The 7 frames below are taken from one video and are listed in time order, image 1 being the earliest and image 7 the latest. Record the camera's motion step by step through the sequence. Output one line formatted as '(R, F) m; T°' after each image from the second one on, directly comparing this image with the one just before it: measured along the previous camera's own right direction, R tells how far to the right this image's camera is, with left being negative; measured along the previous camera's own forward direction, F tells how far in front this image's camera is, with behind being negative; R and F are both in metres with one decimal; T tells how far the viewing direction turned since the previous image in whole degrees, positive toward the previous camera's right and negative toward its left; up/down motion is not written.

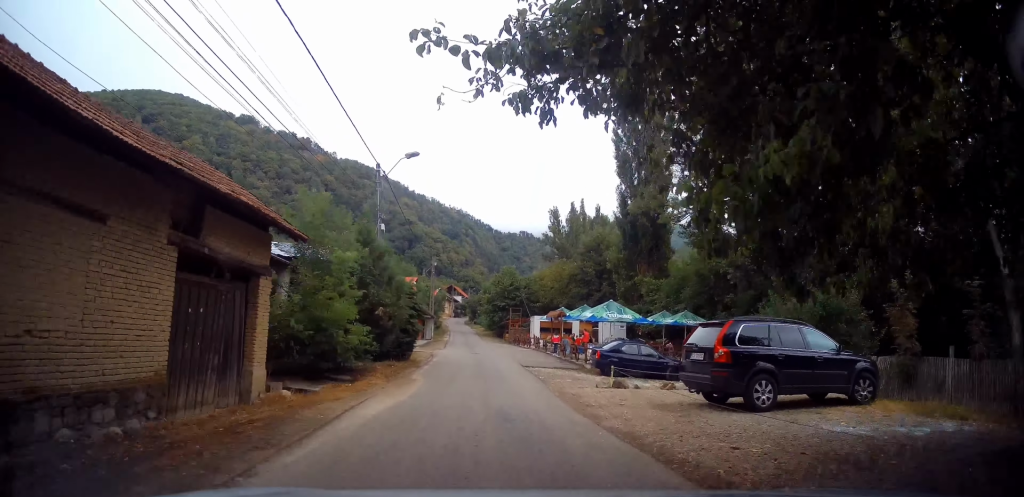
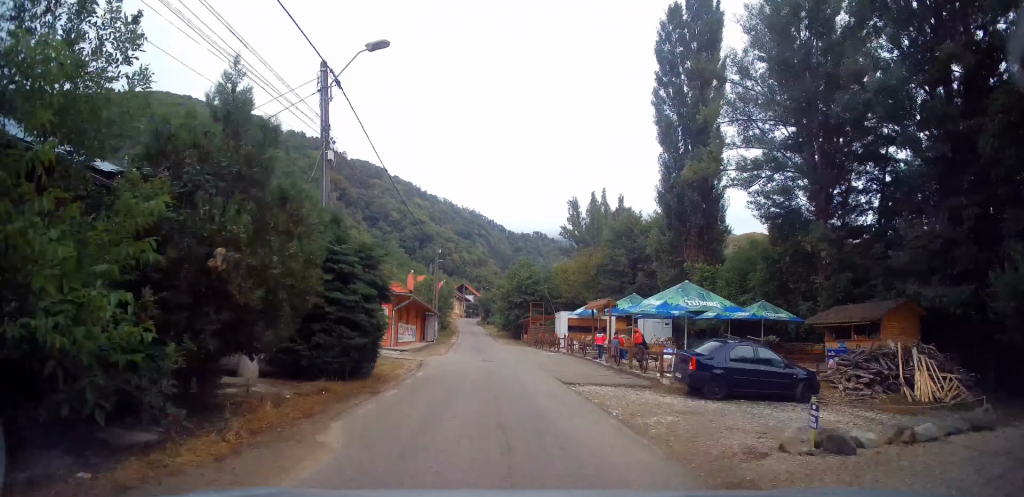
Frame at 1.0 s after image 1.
(-0.3, +9.5) m; -2°
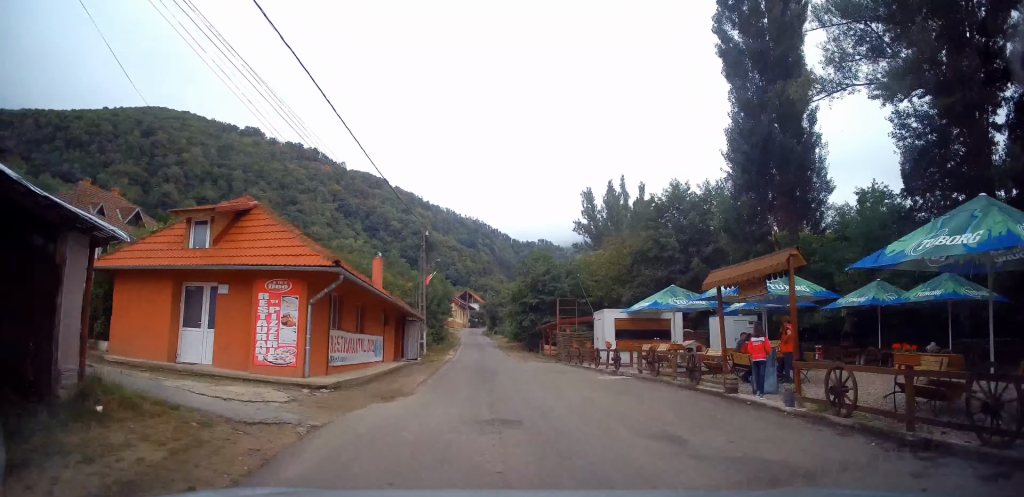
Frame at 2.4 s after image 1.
(0.0, +13.2) m; -1°
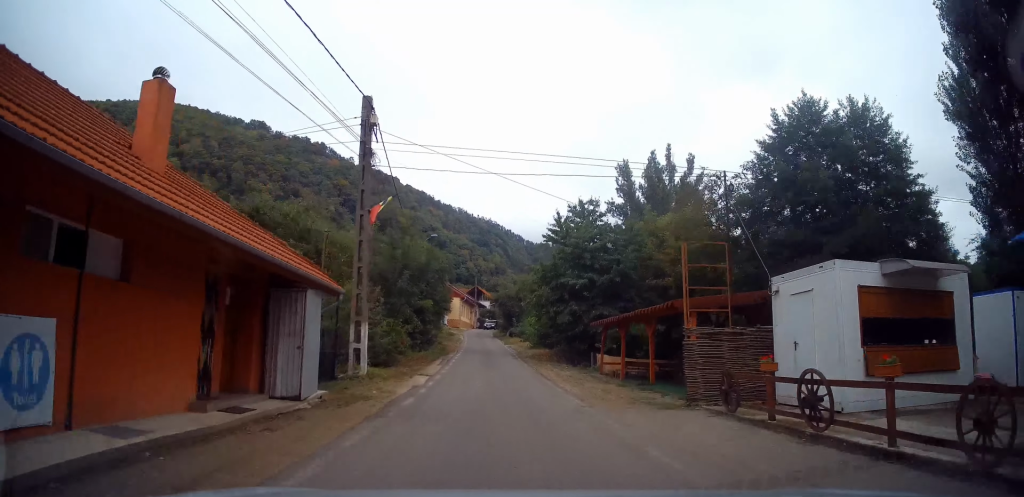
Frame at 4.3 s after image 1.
(-0.2, +18.6) m; +1°
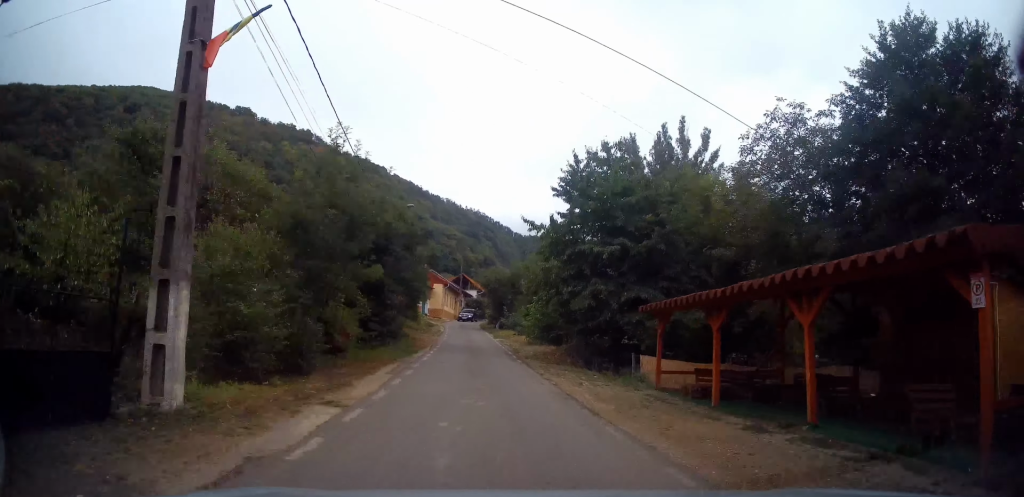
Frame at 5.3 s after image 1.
(+0.3, +8.7) m; +2°
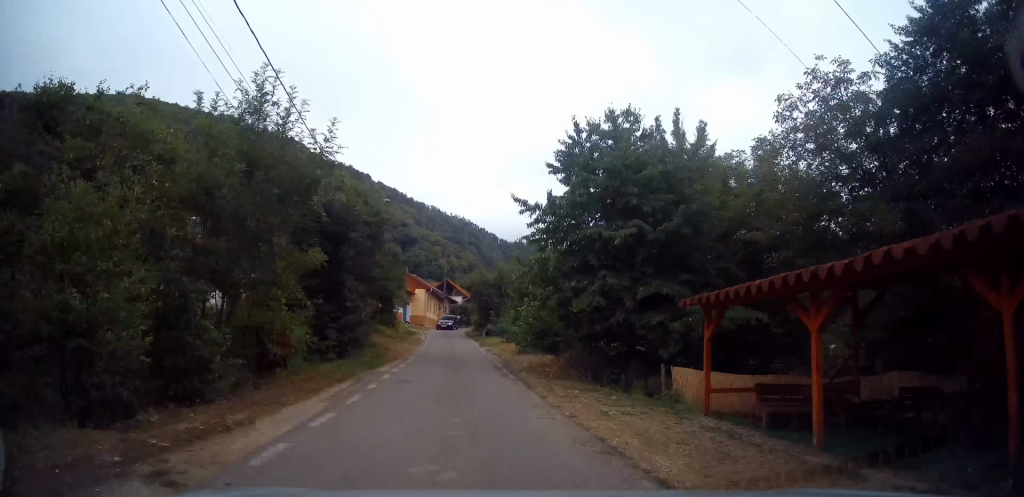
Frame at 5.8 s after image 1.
(+0.2, +4.0) m; 0°
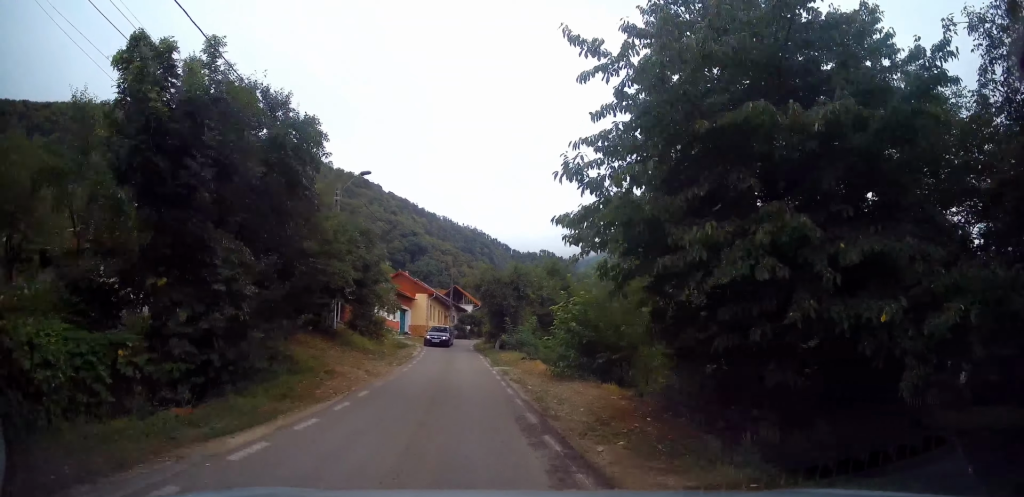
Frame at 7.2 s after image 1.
(-0.4, +10.2) m; -2°
